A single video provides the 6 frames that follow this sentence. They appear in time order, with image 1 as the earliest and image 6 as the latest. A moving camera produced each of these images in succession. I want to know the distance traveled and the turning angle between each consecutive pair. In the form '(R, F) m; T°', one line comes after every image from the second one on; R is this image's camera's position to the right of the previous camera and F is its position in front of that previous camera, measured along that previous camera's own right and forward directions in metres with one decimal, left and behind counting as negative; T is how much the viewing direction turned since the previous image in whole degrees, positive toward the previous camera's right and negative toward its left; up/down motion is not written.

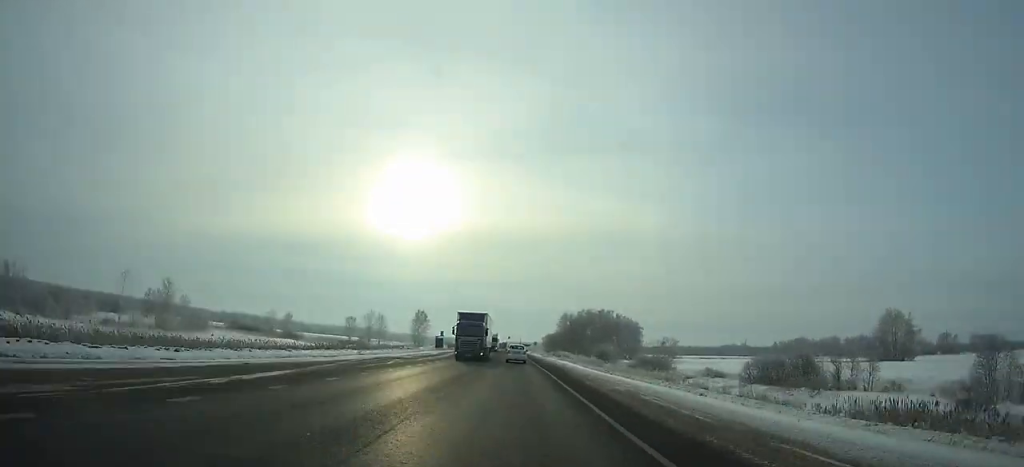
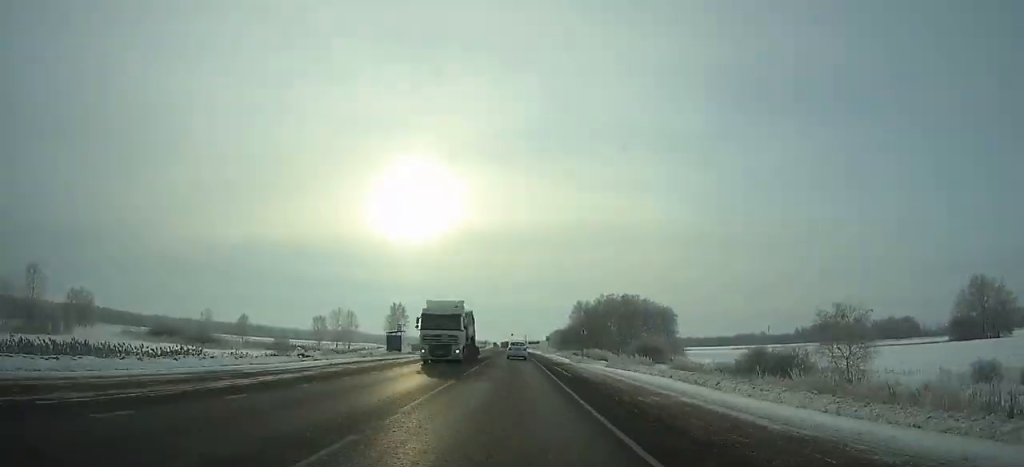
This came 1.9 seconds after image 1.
(-0.3, +45.7) m; 0°
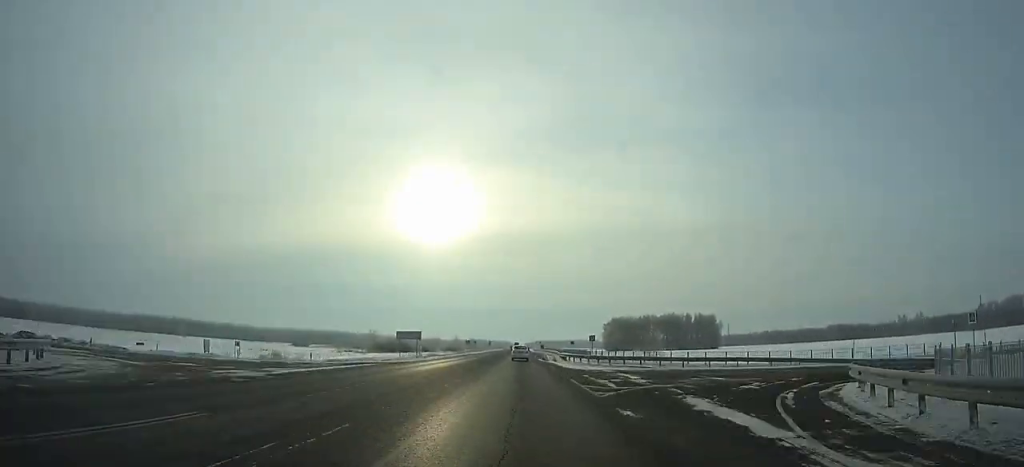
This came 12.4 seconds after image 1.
(-4.1, +254.7) m; -2°
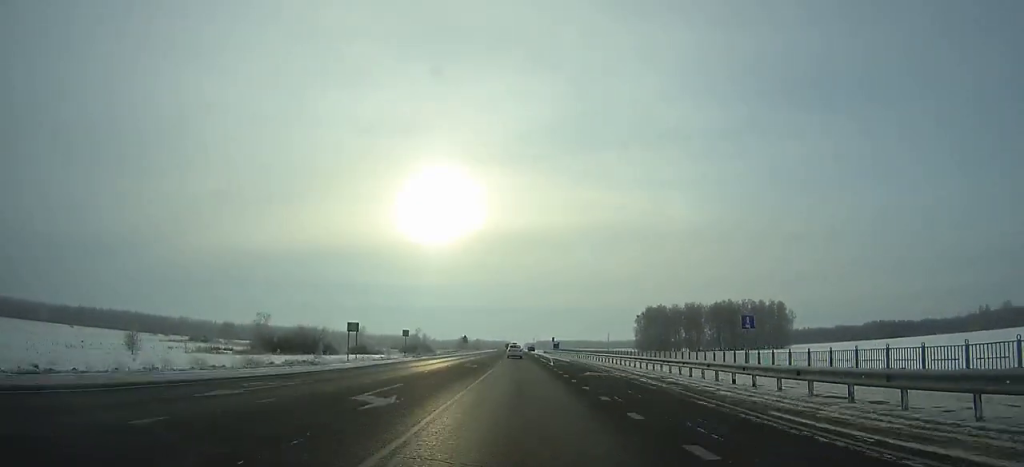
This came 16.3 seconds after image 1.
(-0.3, +95.5) m; 0°
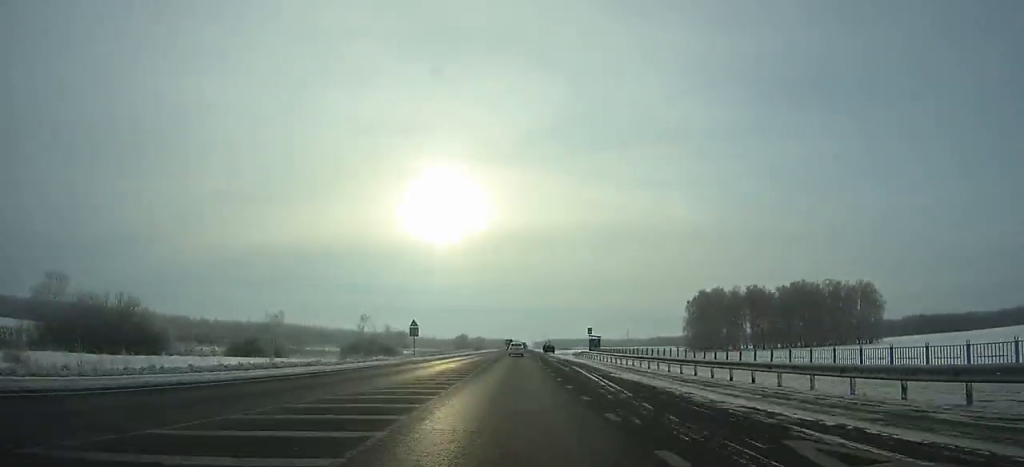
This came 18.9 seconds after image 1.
(-0.1, +63.9) m; 0°
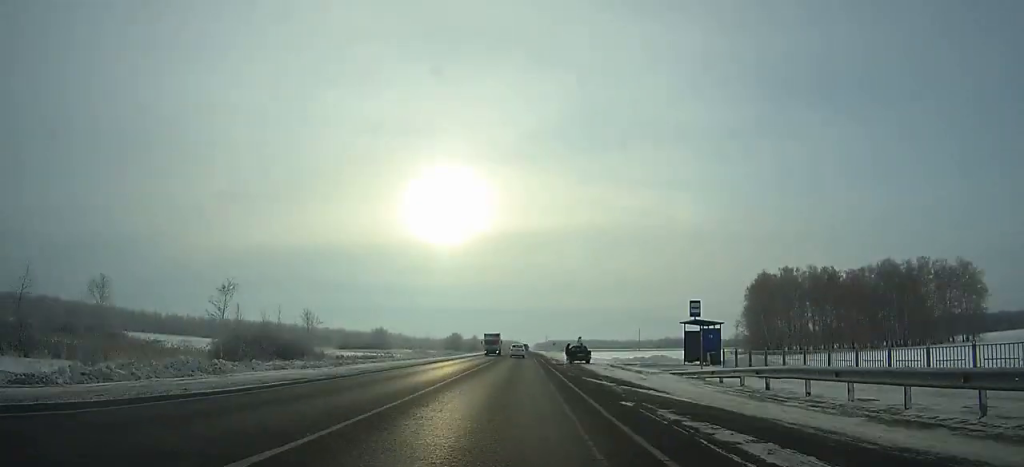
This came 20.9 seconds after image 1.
(-0.1, +49.4) m; 0°
